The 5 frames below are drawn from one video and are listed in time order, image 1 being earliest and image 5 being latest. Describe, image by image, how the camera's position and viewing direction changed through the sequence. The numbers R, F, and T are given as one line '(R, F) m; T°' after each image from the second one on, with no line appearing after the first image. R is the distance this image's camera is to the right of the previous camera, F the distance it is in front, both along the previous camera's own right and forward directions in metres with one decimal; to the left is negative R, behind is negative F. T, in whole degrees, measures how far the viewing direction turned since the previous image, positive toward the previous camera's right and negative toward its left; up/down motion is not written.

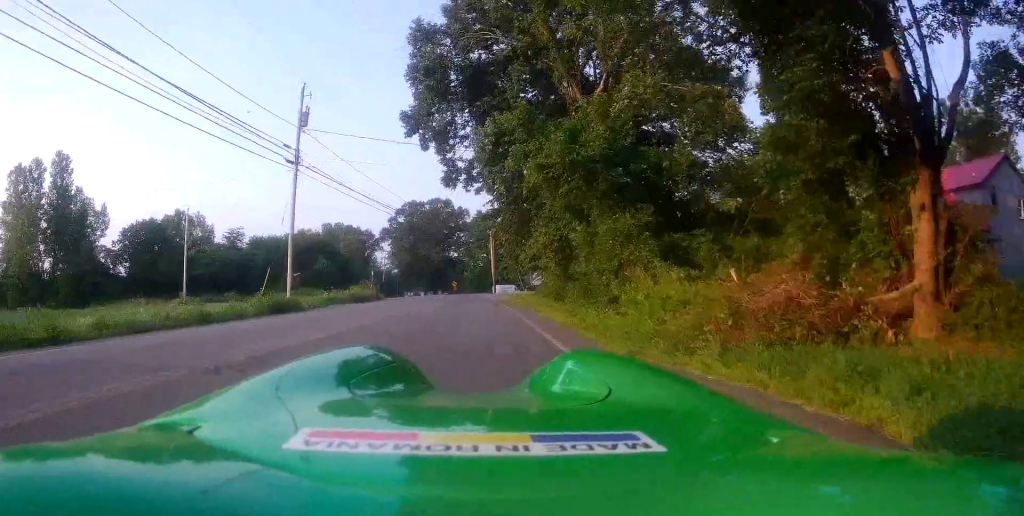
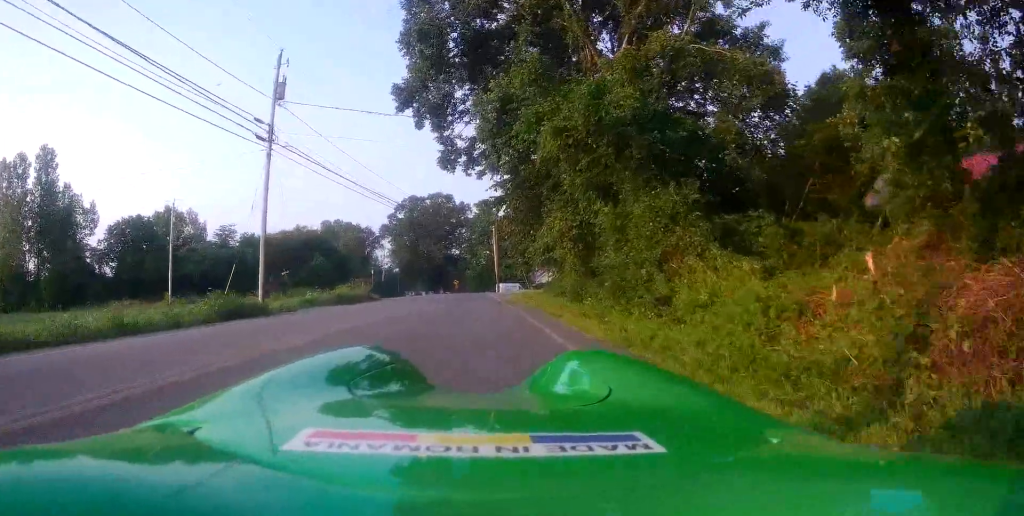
(0.0, +3.7) m; -1°
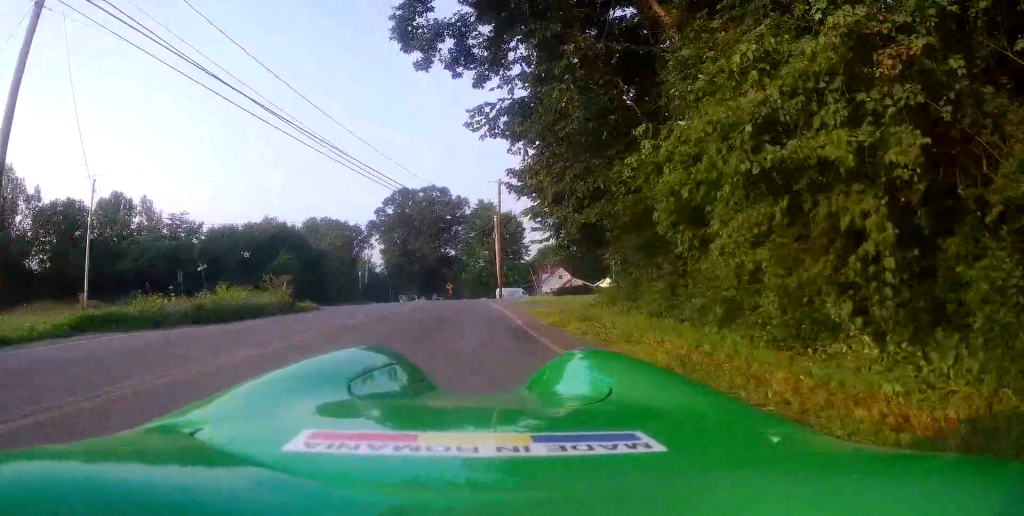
(-0.5, +13.8) m; -5°
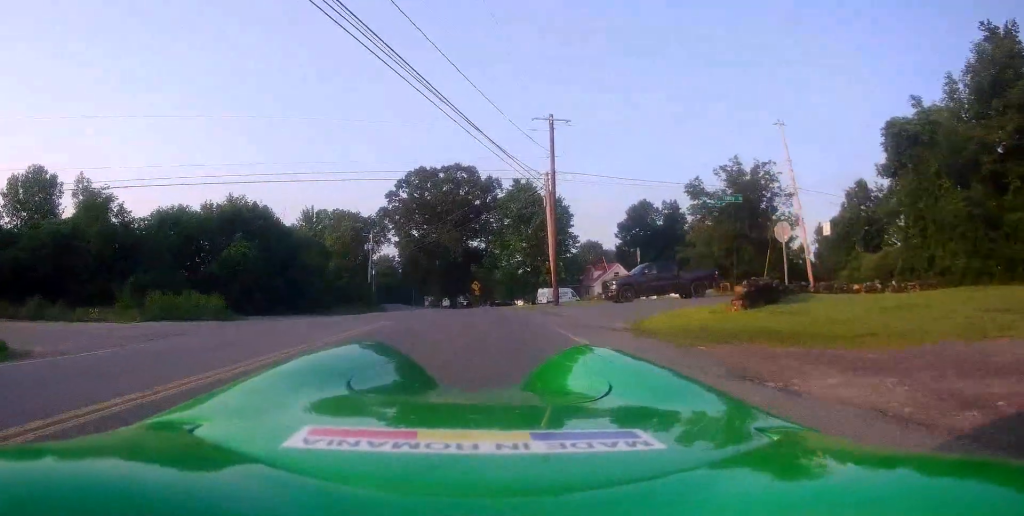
(-0.7, +21.7) m; -5°
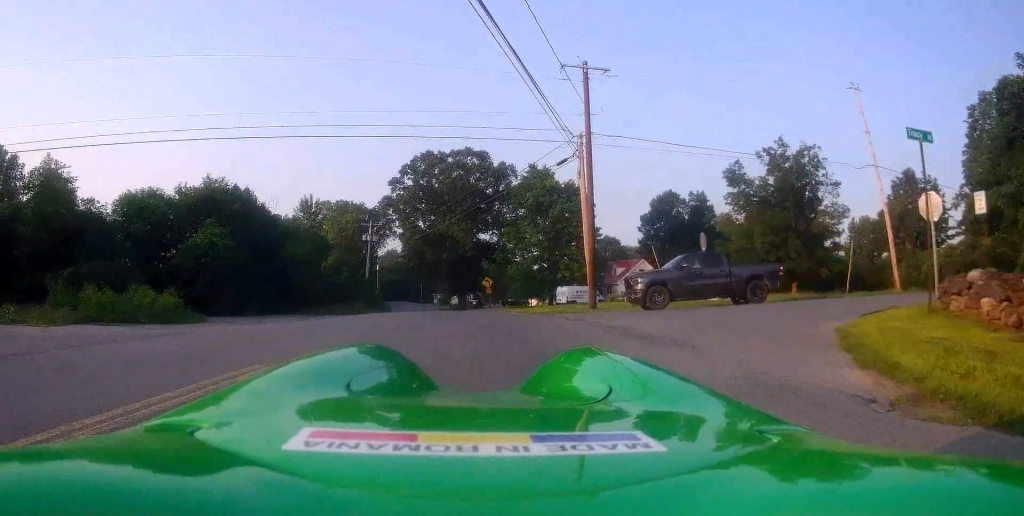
(+0.2, +8.8) m; -1°
